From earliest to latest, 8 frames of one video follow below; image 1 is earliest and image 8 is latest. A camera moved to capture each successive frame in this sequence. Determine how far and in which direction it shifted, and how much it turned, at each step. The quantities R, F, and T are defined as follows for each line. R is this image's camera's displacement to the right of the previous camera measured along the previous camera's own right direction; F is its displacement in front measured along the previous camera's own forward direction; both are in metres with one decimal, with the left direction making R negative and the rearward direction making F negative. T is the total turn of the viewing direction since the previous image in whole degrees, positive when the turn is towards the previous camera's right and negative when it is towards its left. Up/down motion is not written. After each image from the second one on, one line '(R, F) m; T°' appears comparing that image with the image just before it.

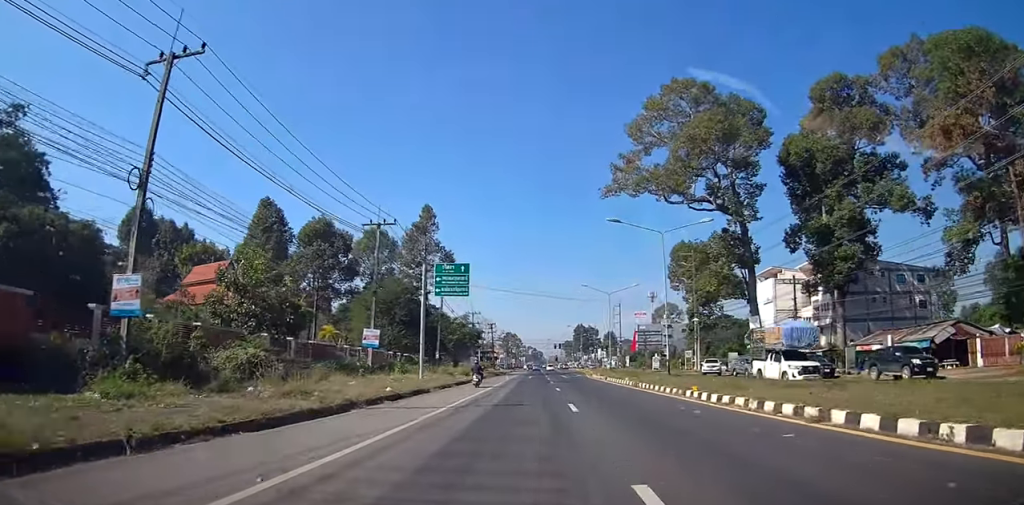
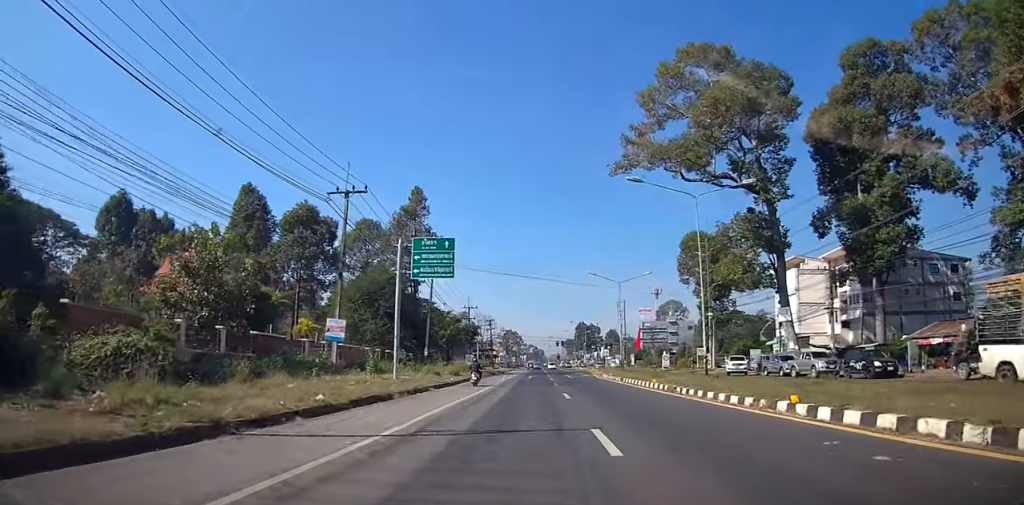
(0.0, +8.4) m; 0°
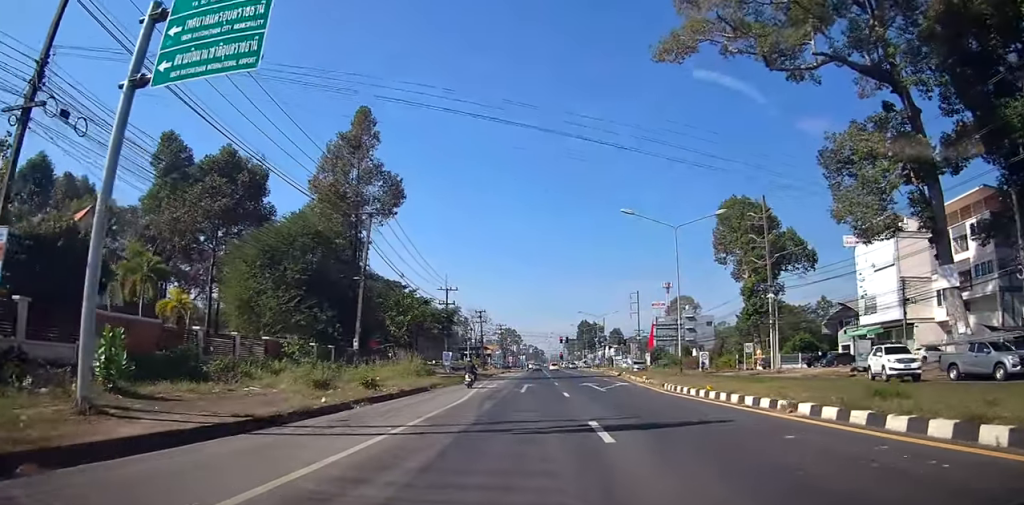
(+0.1, +27.5) m; 0°
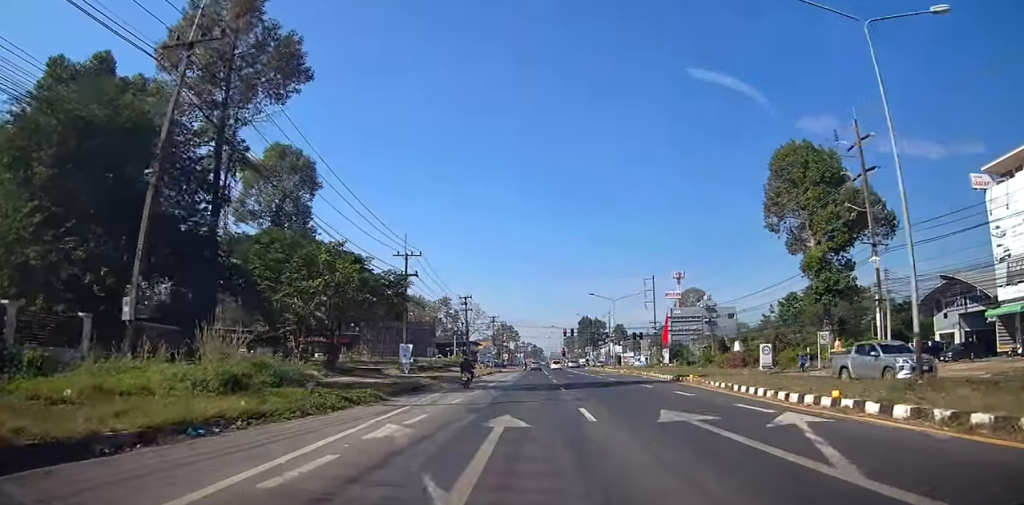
(-0.2, +24.1) m; -1°
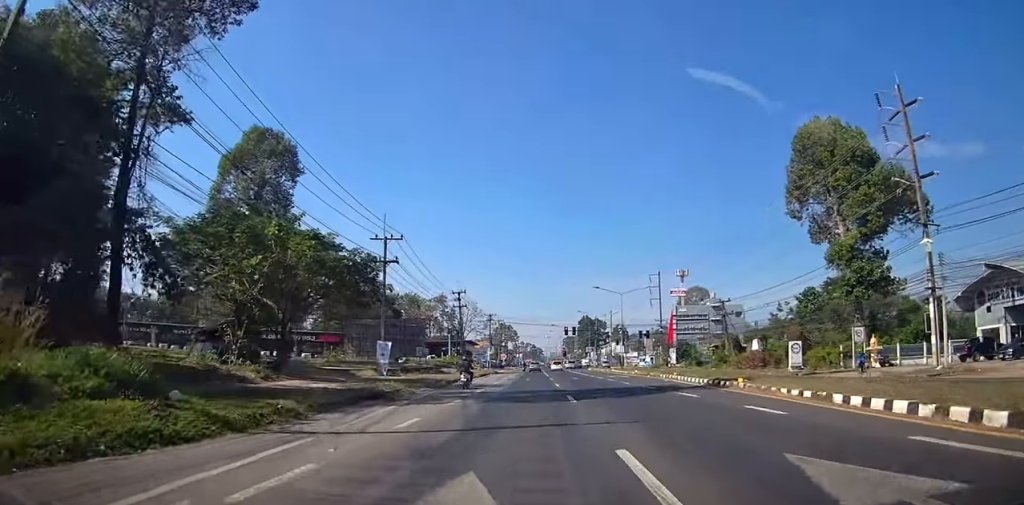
(0.0, +7.3) m; 0°
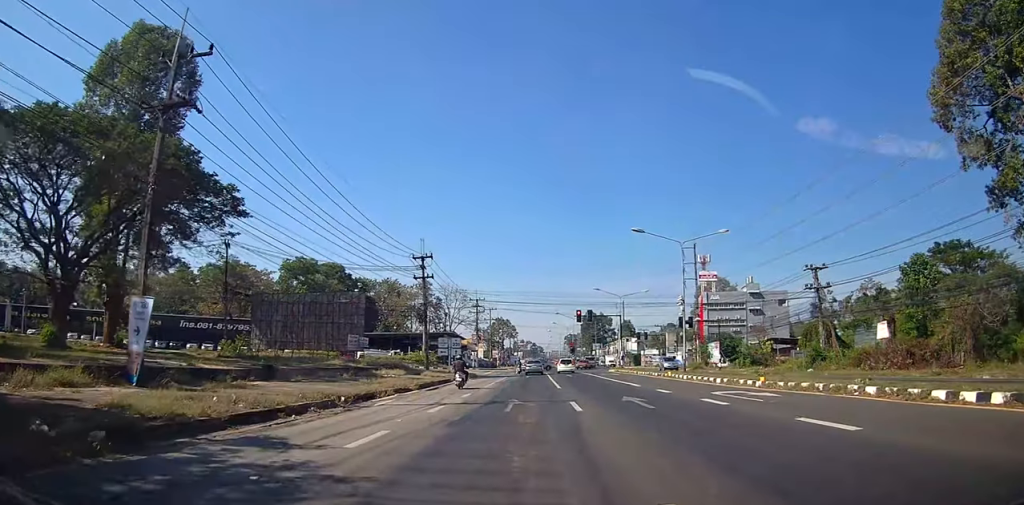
(-0.1, +30.0) m; 0°
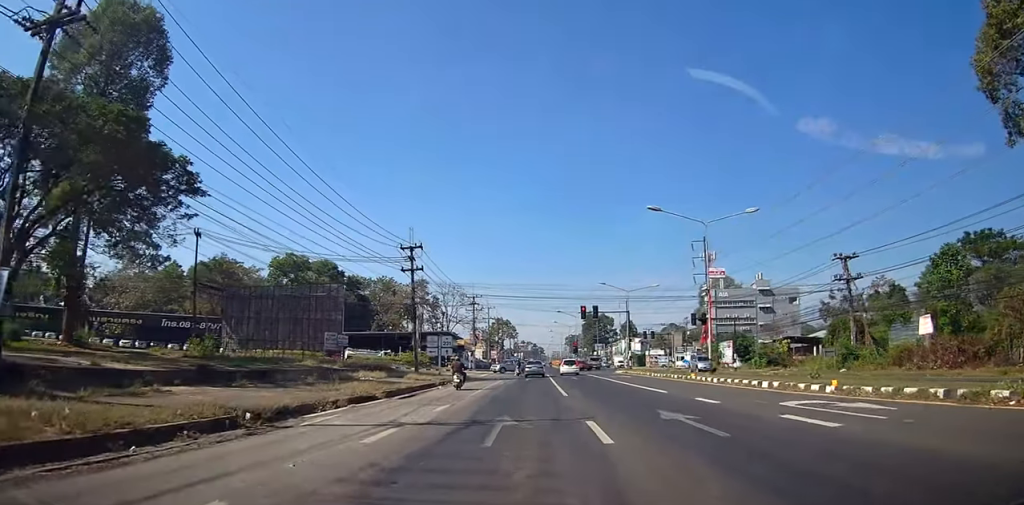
(0.0, +5.6) m; 0°
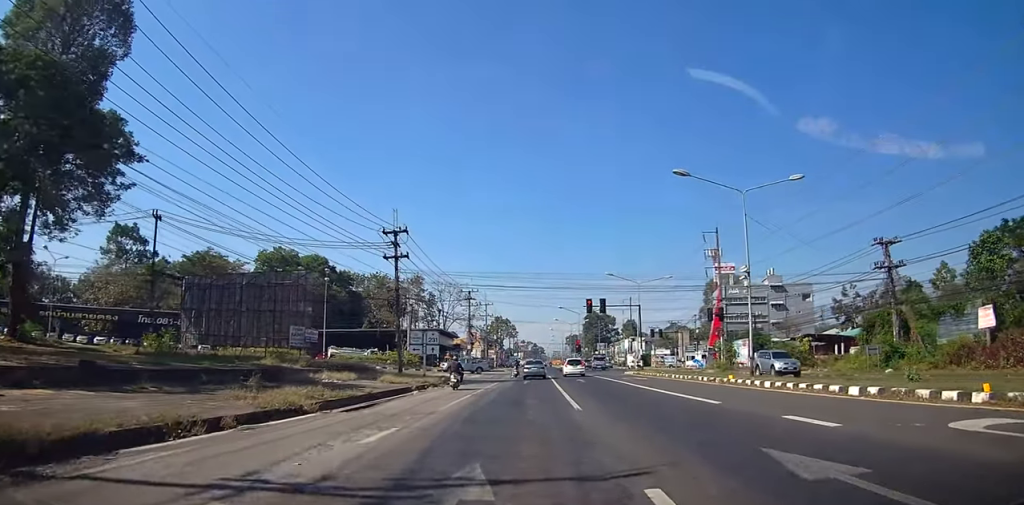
(0.0, +6.5) m; 0°
